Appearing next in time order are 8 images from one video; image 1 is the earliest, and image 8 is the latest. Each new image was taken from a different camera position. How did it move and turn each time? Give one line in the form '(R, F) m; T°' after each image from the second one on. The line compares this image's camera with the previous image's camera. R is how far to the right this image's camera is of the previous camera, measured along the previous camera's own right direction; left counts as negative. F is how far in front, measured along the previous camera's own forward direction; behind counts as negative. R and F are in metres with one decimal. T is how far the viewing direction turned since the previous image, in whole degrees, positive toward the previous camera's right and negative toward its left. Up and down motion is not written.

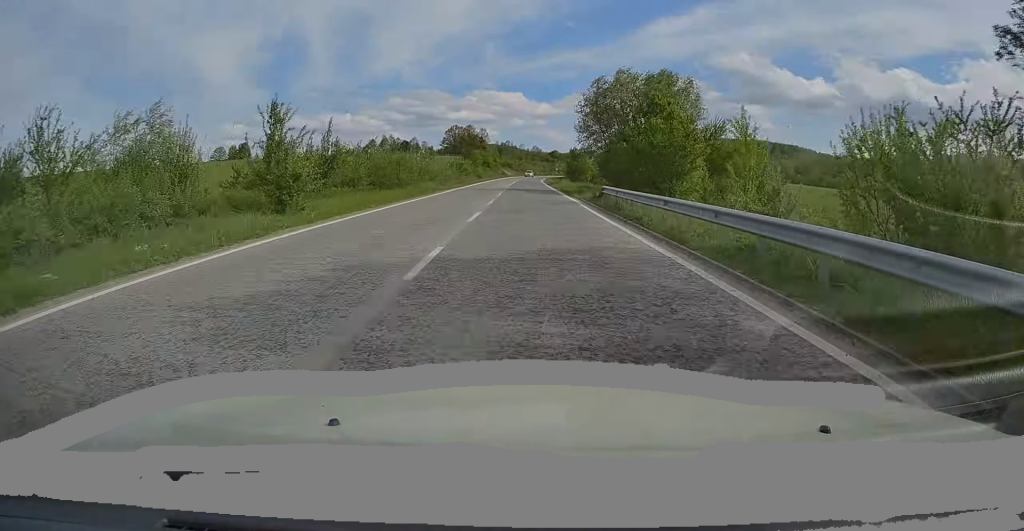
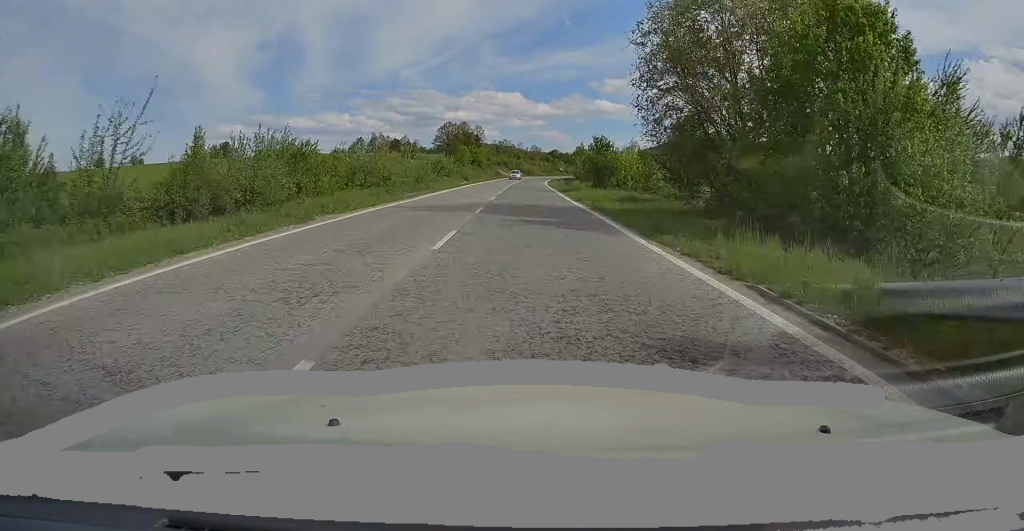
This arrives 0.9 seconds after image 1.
(+0.2, +23.9) m; 0°
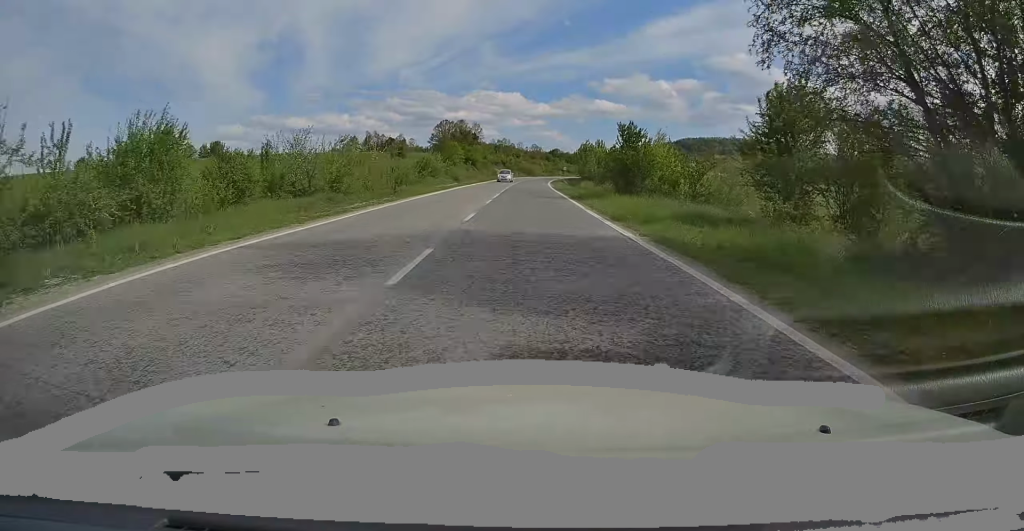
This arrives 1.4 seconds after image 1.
(0.0, +11.9) m; 0°
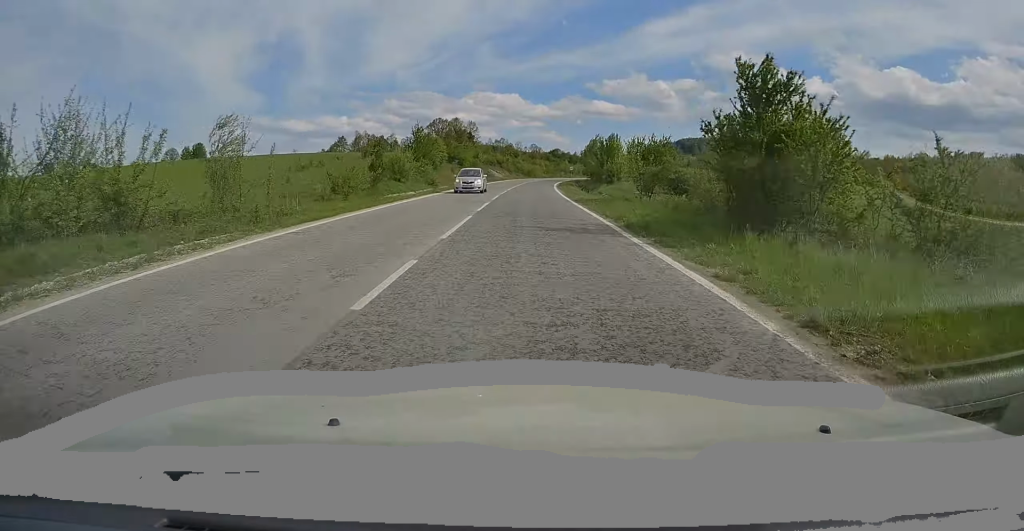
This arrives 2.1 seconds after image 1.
(-0.1, +18.8) m; 0°
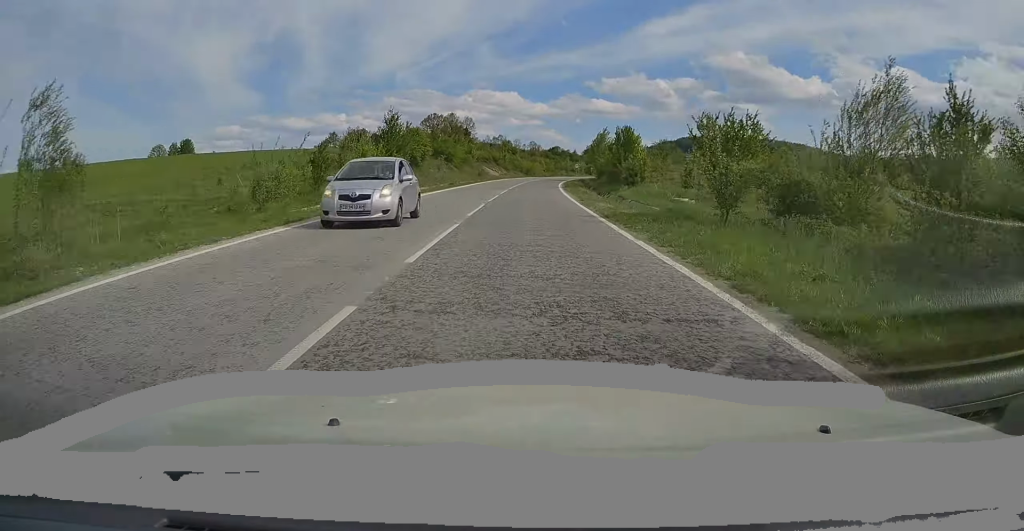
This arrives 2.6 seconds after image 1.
(0.0, +12.0) m; 0°
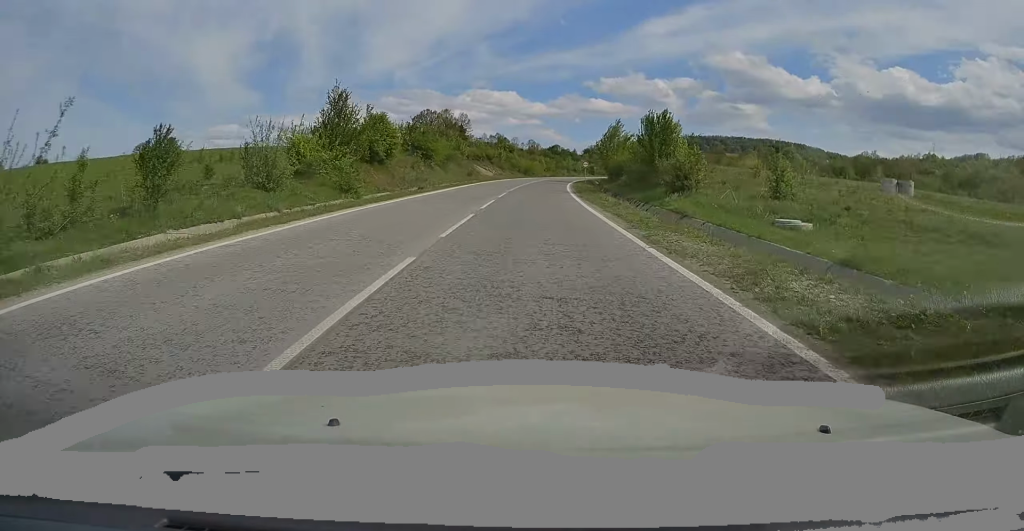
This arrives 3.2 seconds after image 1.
(0.0, +14.5) m; 0°
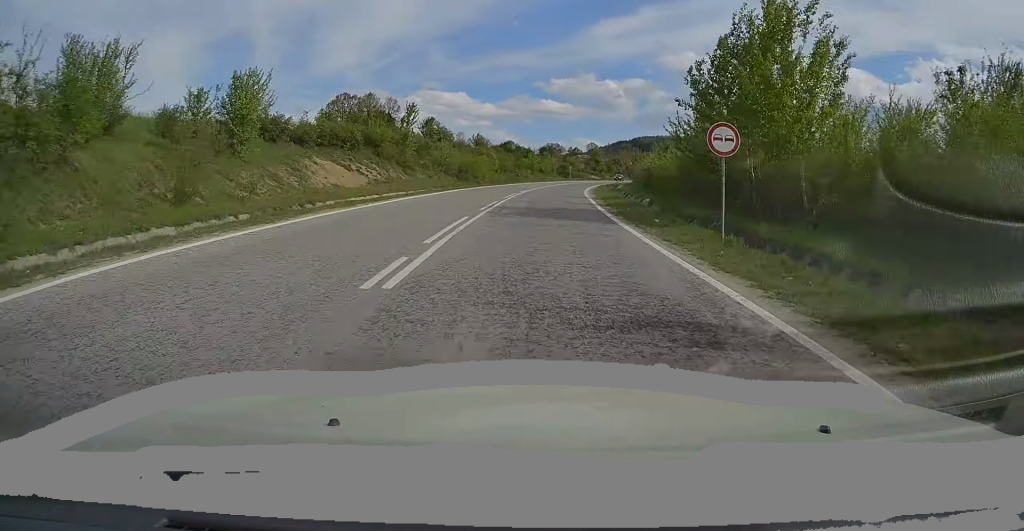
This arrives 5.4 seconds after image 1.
(+1.4, +57.8) m; +4°
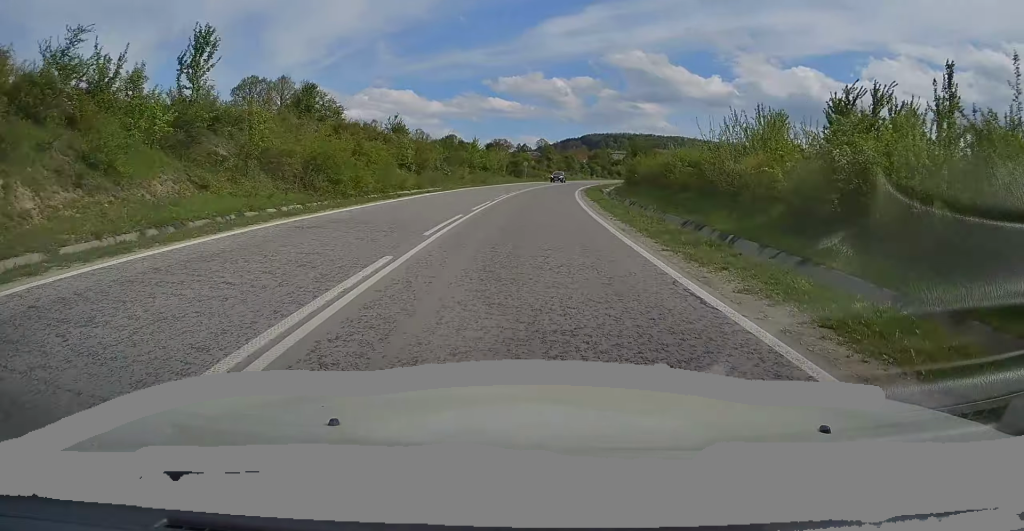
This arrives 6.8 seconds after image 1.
(+1.1, +34.0) m; +4°
